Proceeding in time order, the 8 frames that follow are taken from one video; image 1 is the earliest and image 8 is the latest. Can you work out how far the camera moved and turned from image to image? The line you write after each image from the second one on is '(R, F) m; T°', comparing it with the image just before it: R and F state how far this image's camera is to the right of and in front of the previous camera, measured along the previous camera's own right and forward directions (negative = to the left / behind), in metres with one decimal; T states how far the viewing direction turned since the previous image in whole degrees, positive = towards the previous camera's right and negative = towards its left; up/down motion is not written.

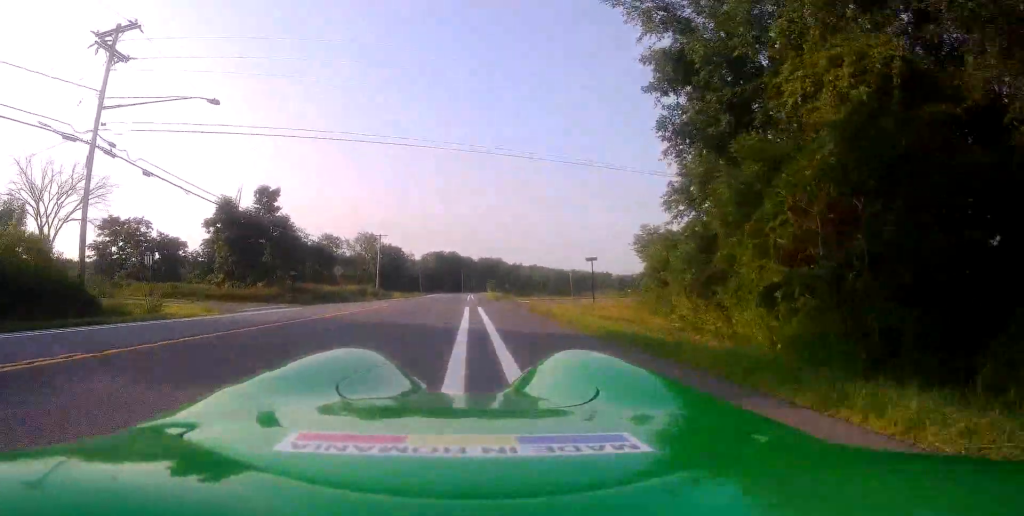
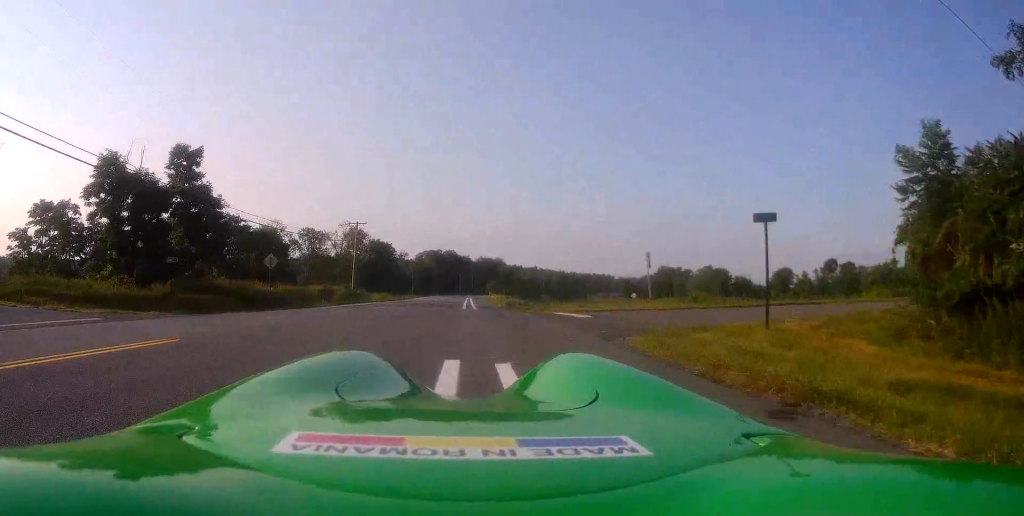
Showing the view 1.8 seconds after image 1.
(+0.5, +19.4) m; +3°
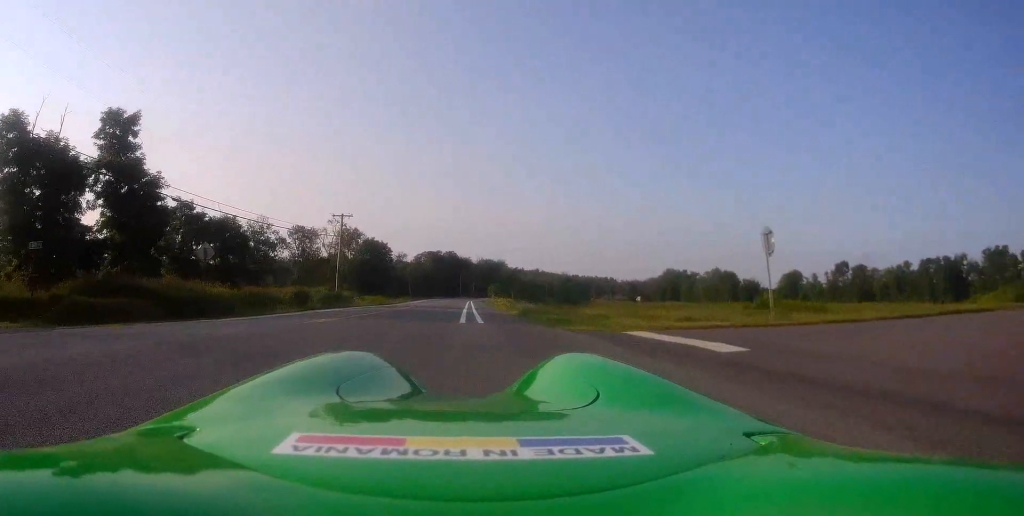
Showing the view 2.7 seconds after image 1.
(0.0, +9.9) m; +1°
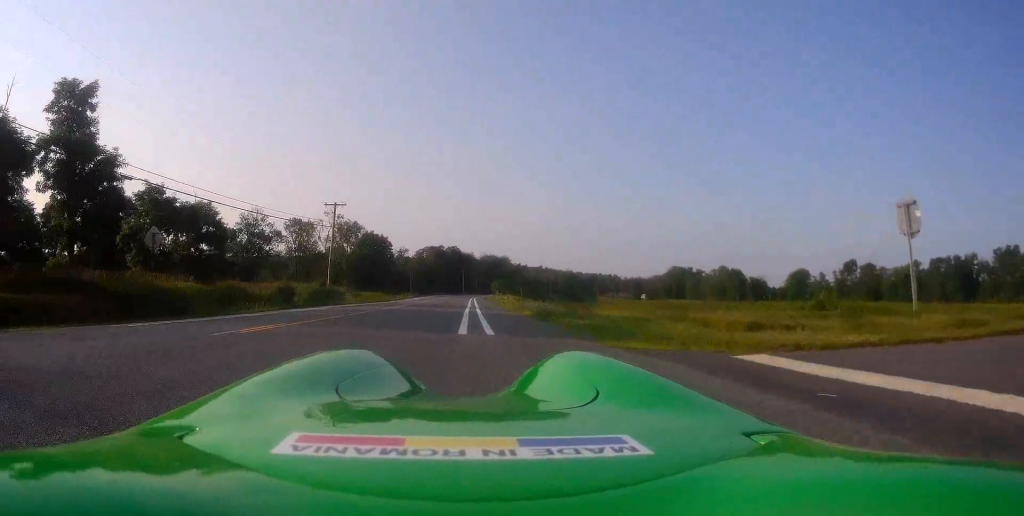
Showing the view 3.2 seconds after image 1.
(+0.2, +5.4) m; 0°
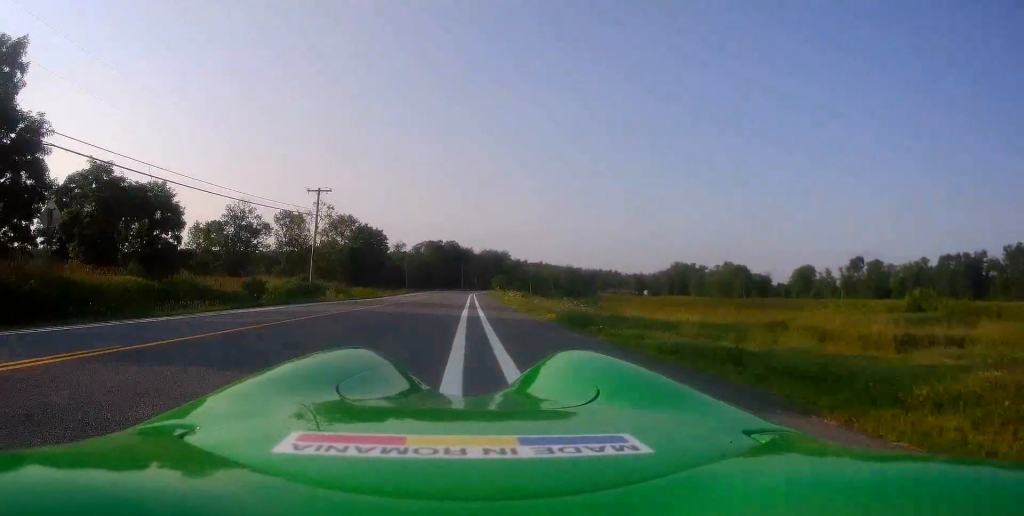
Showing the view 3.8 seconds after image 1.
(-0.1, +6.6) m; -1°
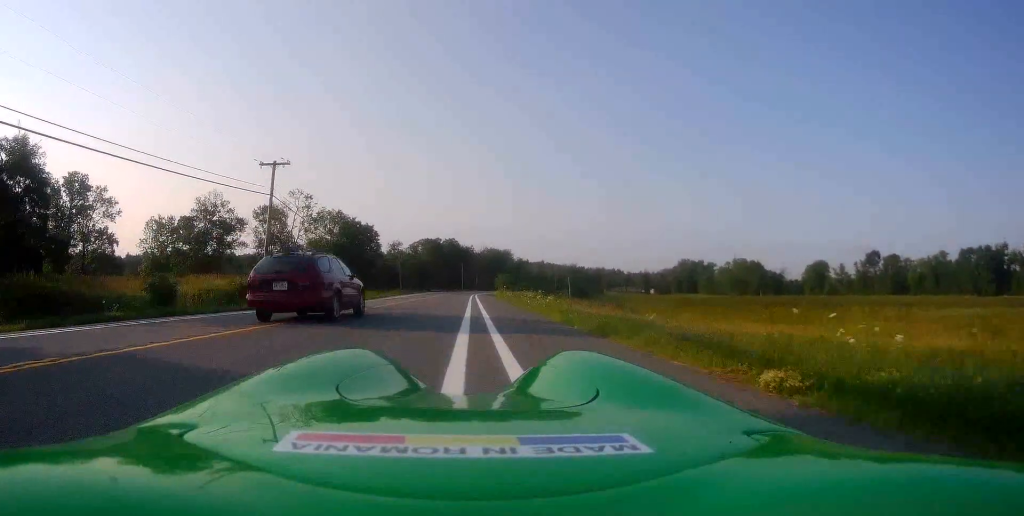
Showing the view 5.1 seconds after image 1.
(-0.3, +13.7) m; 0°
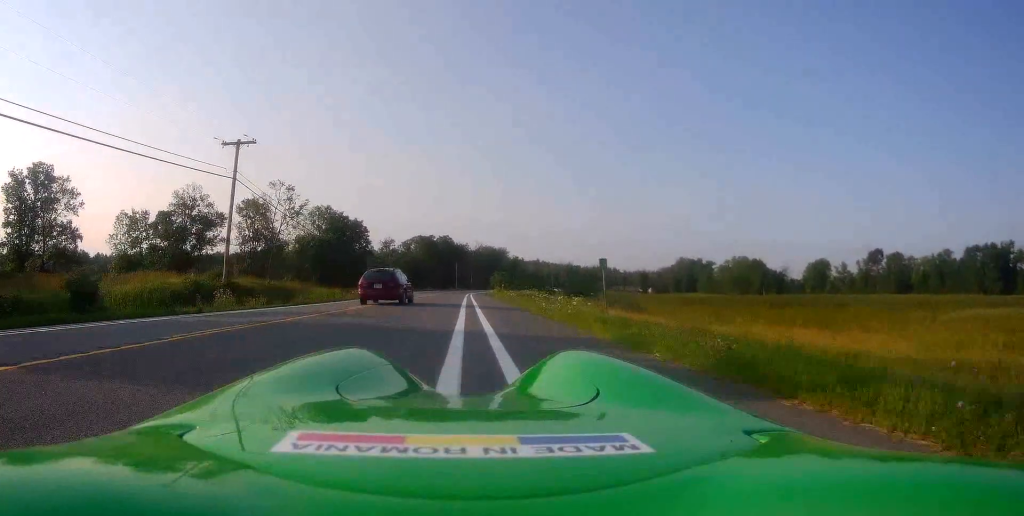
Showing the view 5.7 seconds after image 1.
(0.0, +6.2) m; 0°
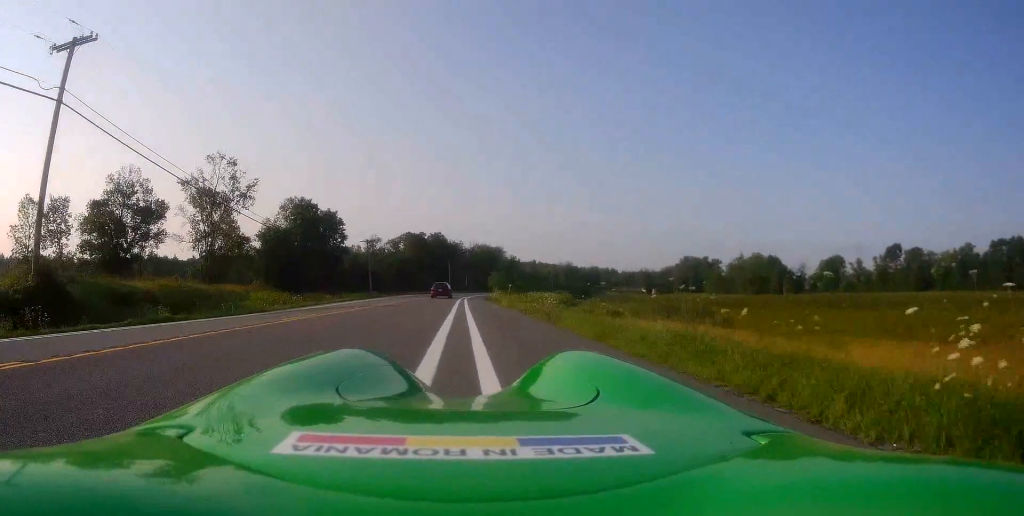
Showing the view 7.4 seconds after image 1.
(-0.1, +18.1) m; -2°
